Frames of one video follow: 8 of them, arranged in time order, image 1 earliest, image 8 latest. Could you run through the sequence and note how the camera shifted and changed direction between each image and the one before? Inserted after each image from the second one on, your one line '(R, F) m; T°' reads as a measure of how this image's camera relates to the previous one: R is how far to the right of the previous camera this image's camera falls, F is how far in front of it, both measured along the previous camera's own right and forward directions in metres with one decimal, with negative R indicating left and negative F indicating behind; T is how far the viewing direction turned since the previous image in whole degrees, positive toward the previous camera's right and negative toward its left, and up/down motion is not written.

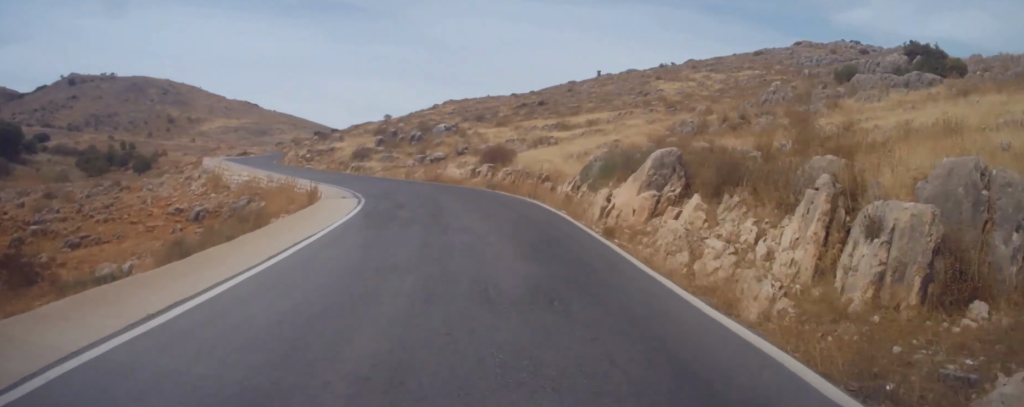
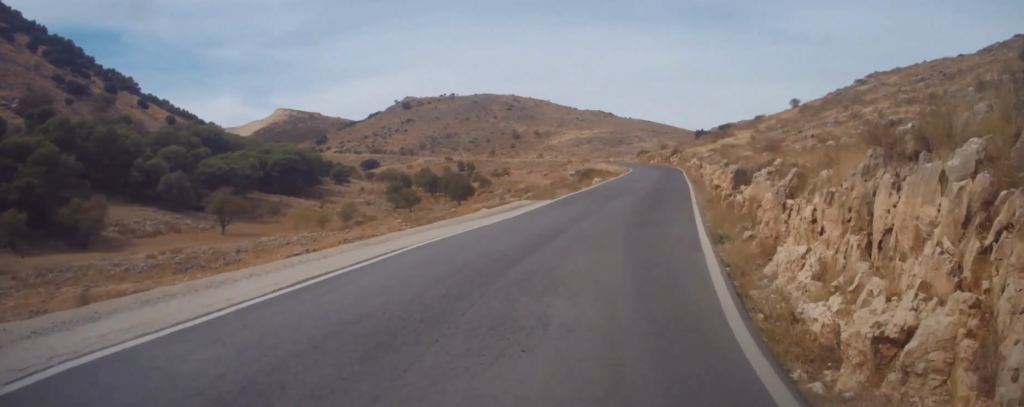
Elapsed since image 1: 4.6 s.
(-11.4, +58.7) m; -11°
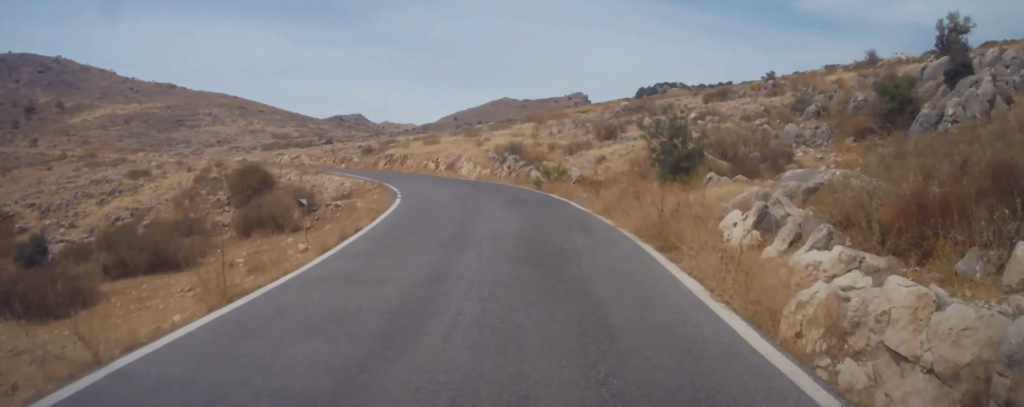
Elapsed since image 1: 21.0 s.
(+12.9, +223.9) m; +1°
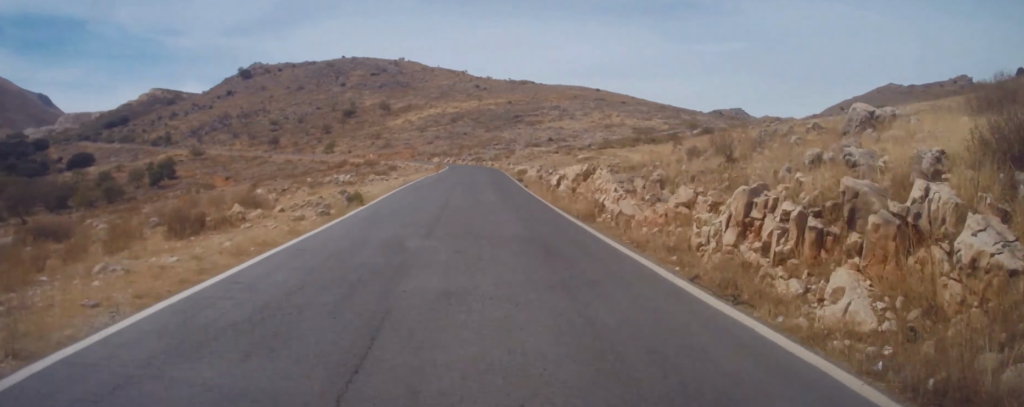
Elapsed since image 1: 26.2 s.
(-2.1, +68.4) m; -10°
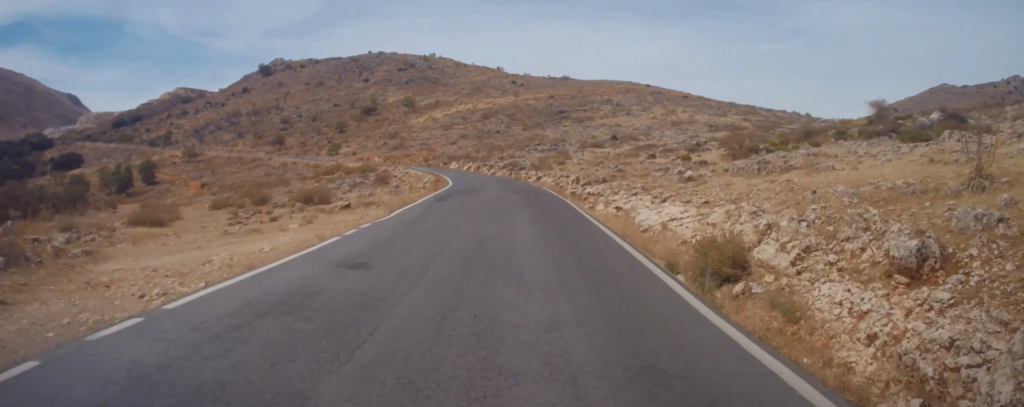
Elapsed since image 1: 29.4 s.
(-5.9, +42.8) m; -9°
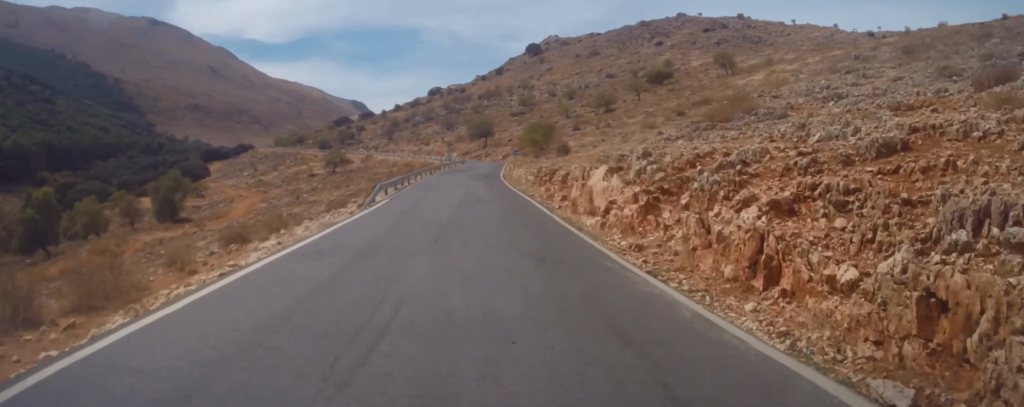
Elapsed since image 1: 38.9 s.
(-25.0, +120.0) m; -21°
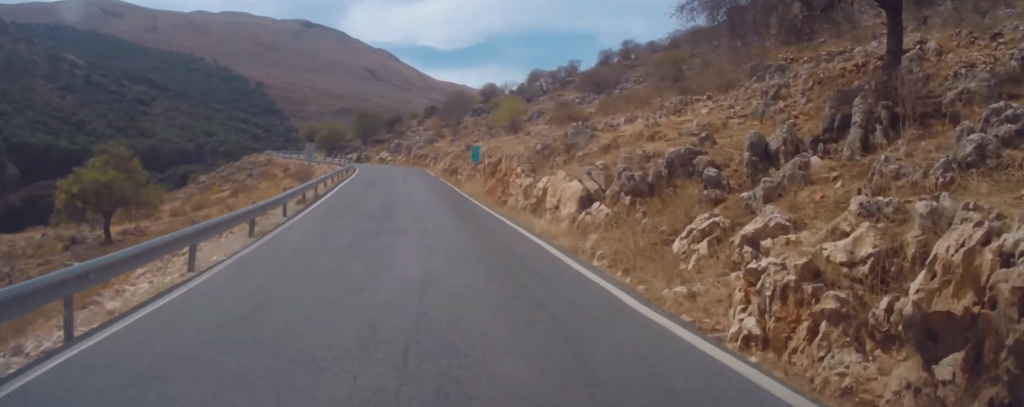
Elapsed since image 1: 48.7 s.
(-22.6, +123.4) m; -23°
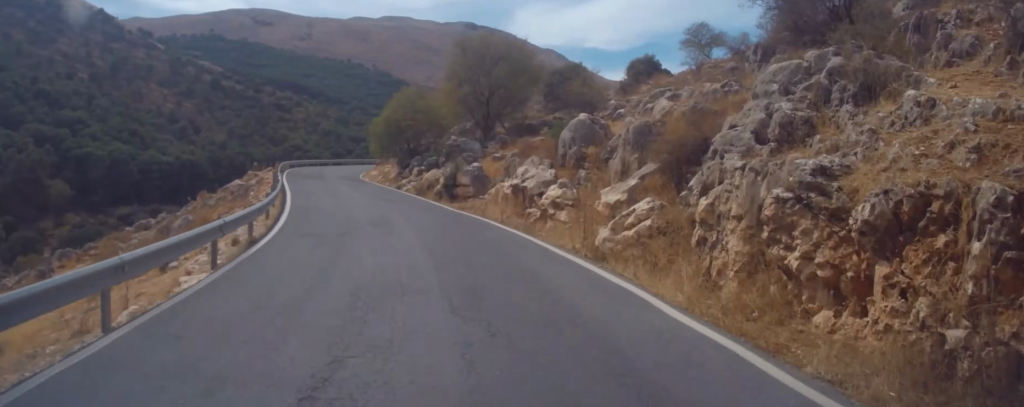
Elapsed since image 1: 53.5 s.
(-11.7, +61.2) m; -7°
